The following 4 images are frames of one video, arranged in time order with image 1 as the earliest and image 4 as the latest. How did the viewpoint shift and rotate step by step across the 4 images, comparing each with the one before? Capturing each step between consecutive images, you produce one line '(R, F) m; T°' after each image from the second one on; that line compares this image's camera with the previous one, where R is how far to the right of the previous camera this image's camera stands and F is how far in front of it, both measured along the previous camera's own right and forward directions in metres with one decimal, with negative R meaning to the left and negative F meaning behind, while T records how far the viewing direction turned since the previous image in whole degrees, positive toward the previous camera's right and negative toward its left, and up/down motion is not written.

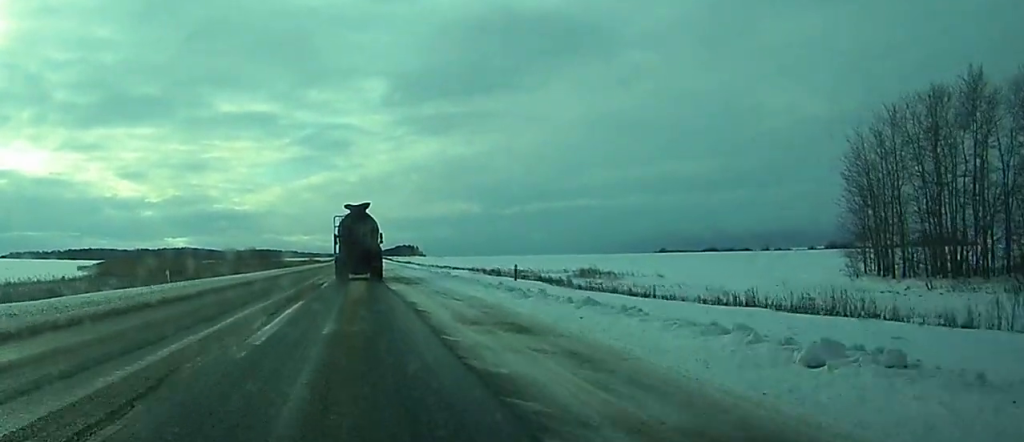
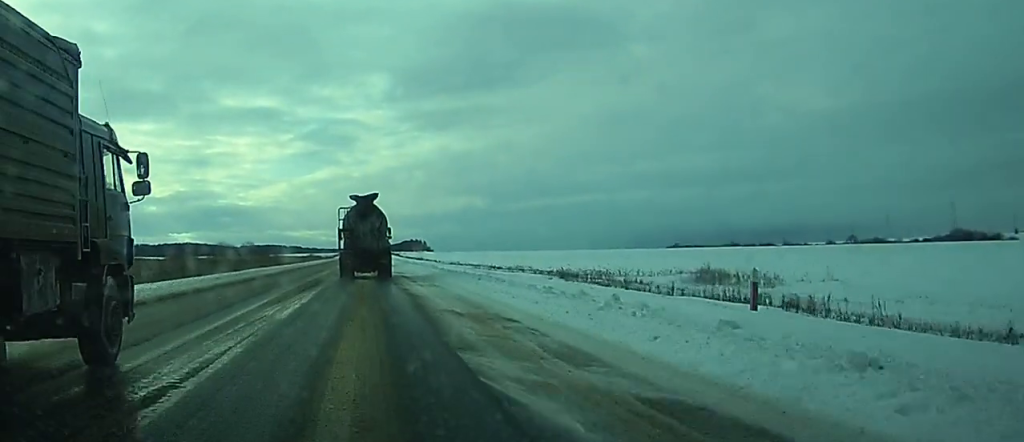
(0.0, +33.5) m; -1°
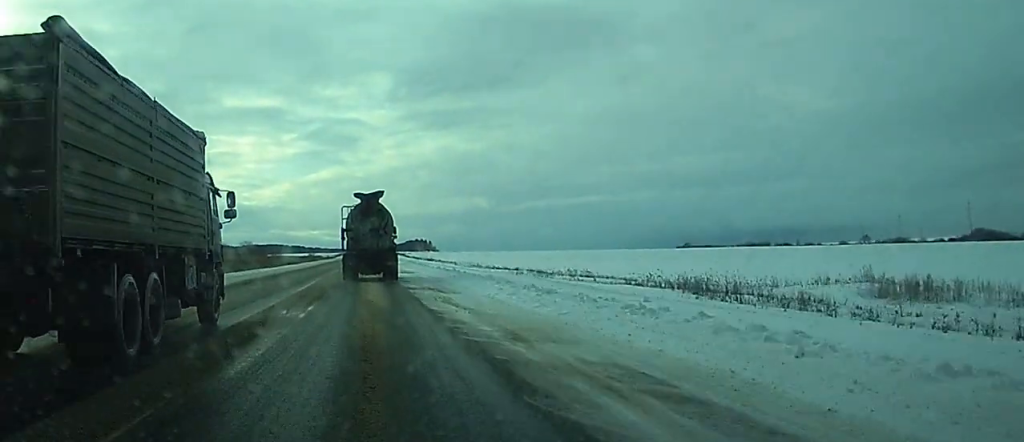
(-0.3, +23.3) m; -1°
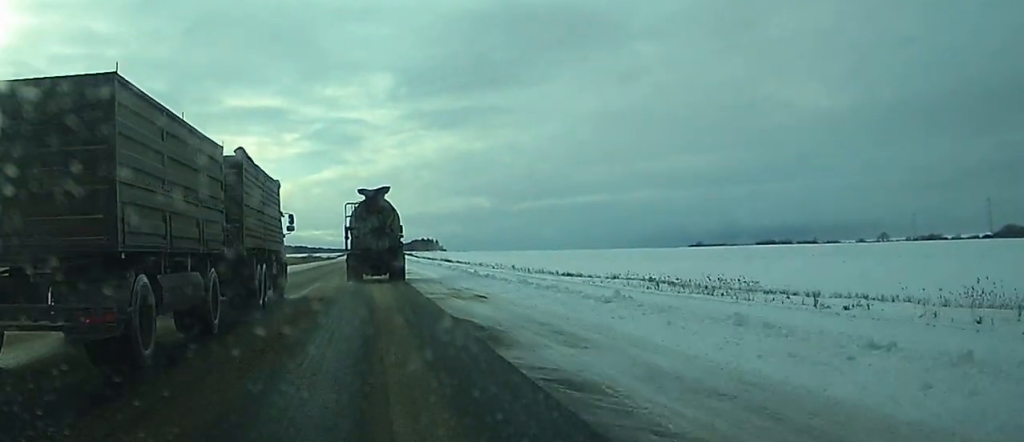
(-0.2, +31.1) m; 0°
